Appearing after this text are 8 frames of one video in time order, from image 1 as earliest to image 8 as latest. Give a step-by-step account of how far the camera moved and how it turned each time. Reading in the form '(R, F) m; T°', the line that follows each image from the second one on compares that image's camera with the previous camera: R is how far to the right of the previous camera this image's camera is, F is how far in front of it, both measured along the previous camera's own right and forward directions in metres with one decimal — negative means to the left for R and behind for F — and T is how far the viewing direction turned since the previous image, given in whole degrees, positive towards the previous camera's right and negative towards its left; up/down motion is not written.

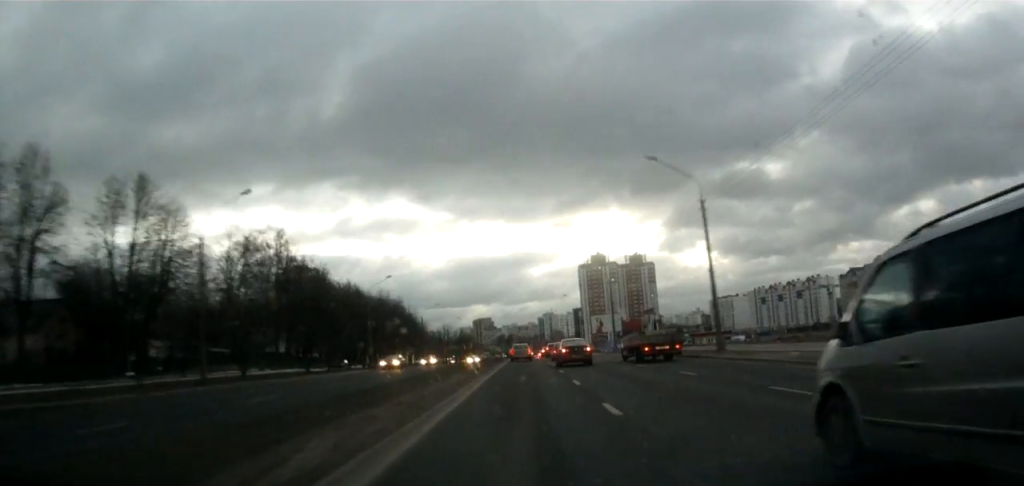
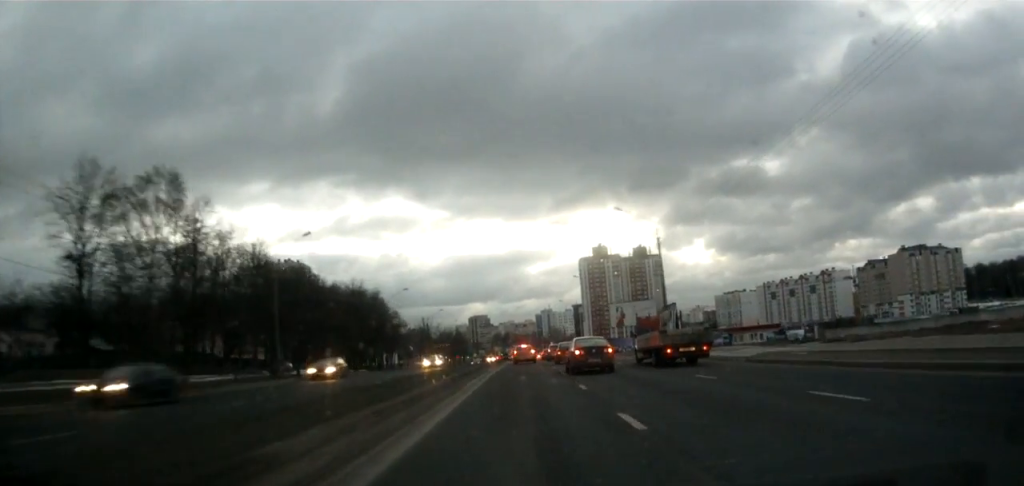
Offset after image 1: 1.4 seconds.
(-0.4, +25.8) m; +1°
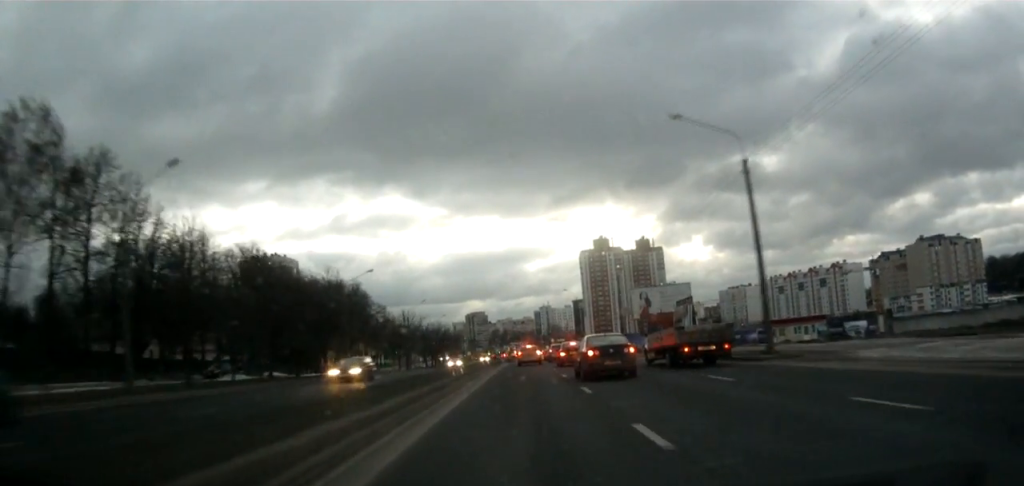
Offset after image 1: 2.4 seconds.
(+0.4, +17.4) m; +1°
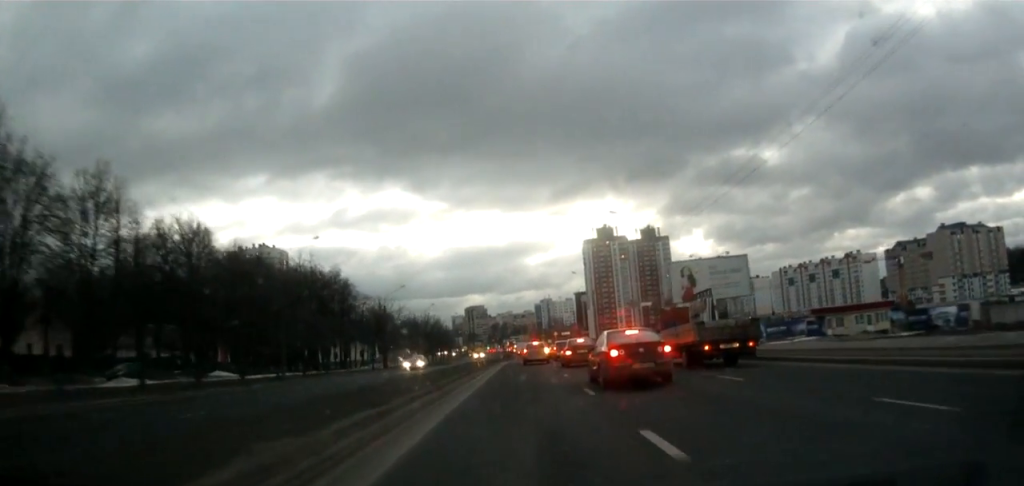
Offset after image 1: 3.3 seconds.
(0.0, +16.2) m; 0°
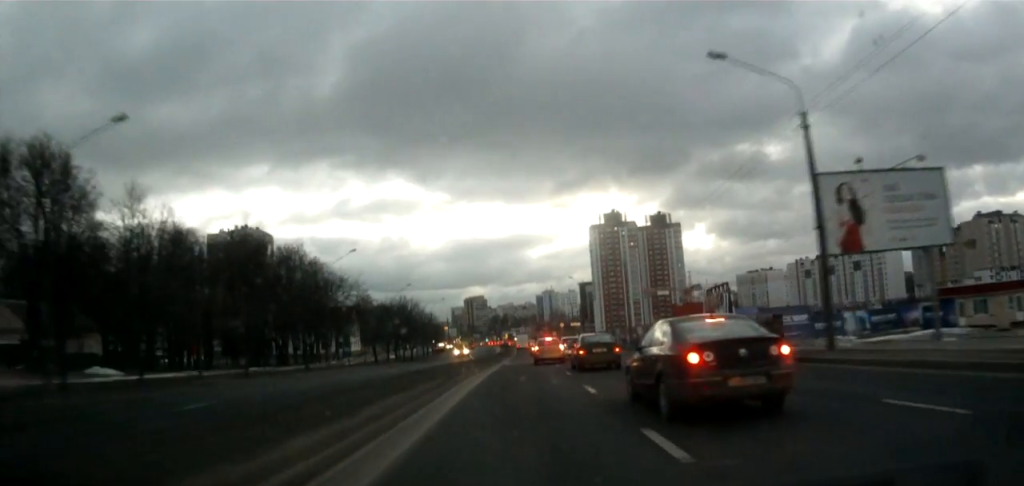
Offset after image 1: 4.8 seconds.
(+0.1, +24.5) m; -1°
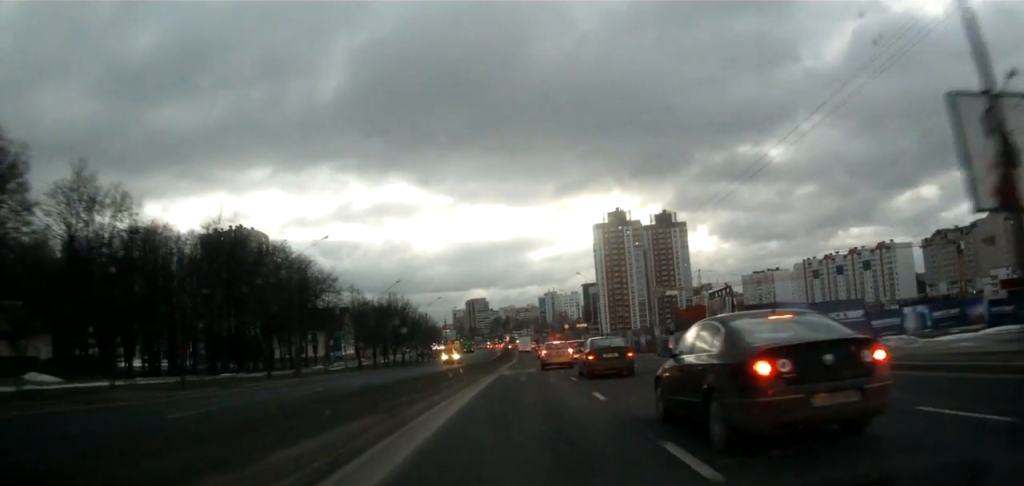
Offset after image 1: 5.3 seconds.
(0.0, +8.8) m; 0°
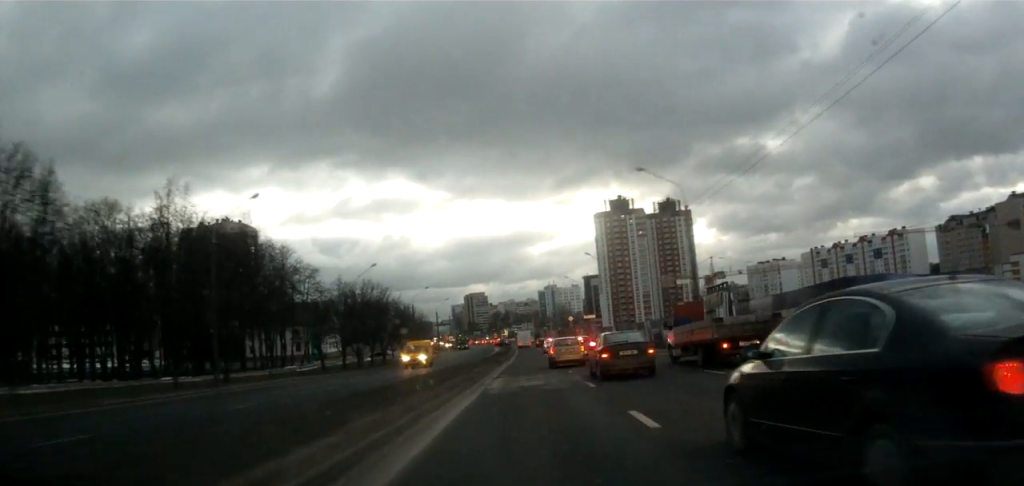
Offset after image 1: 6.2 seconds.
(-0.3, +13.3) m; 0°
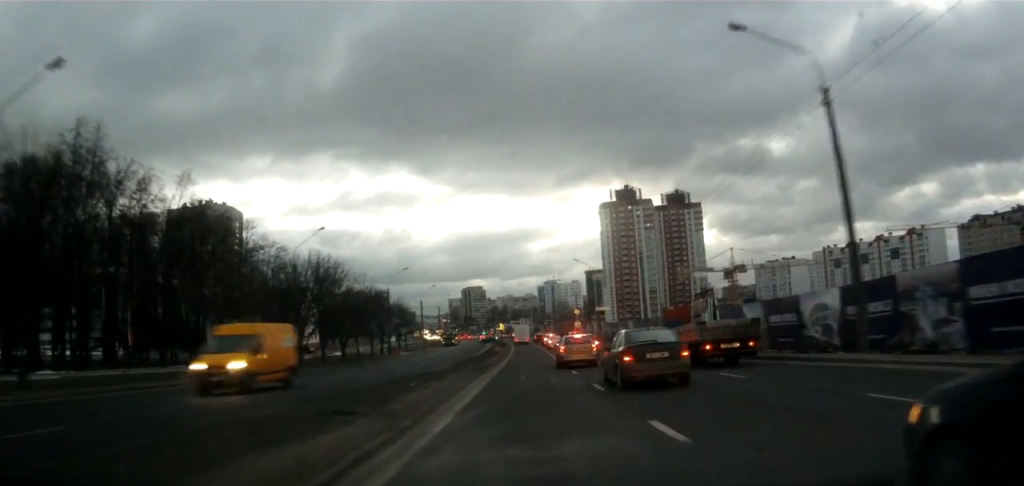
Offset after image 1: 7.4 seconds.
(+0.3, +17.7) m; 0°
